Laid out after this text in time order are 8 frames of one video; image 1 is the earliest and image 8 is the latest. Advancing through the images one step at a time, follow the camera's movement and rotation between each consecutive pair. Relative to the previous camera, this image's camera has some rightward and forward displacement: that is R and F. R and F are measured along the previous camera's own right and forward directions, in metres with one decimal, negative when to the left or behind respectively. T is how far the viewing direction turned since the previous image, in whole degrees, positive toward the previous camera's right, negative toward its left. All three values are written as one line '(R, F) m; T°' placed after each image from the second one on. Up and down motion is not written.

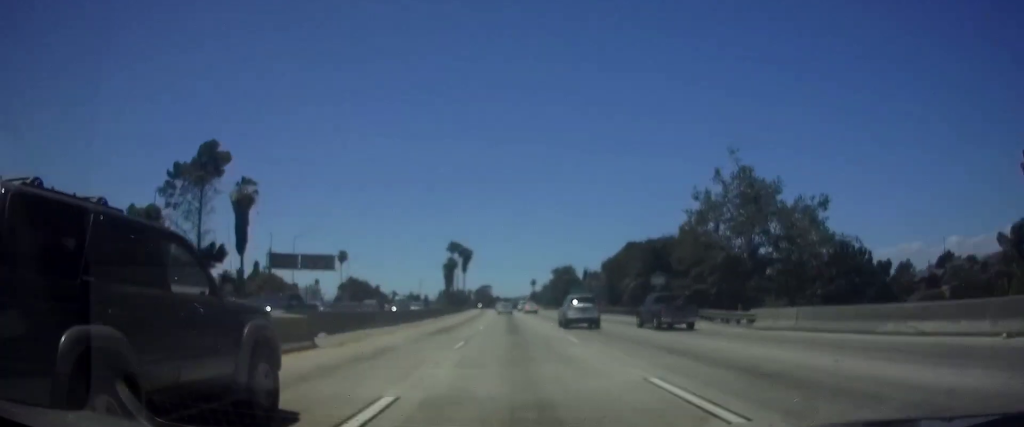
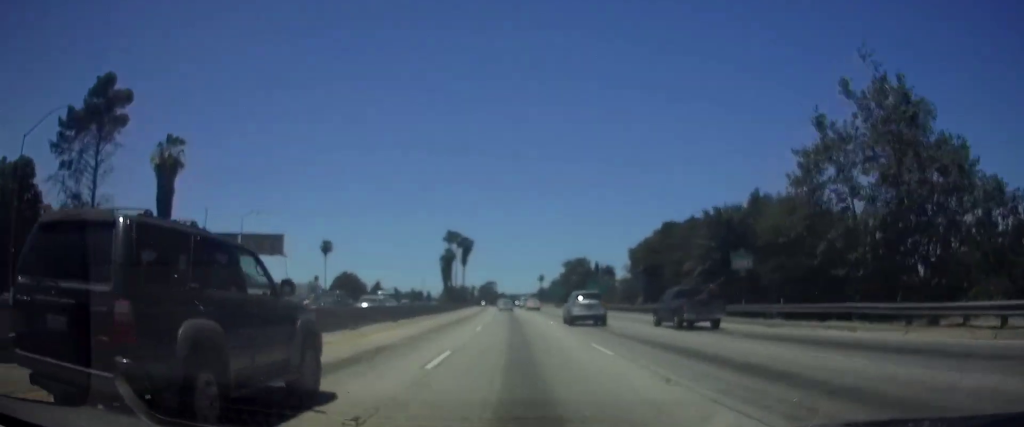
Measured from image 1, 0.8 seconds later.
(0.0, +20.8) m; 0°
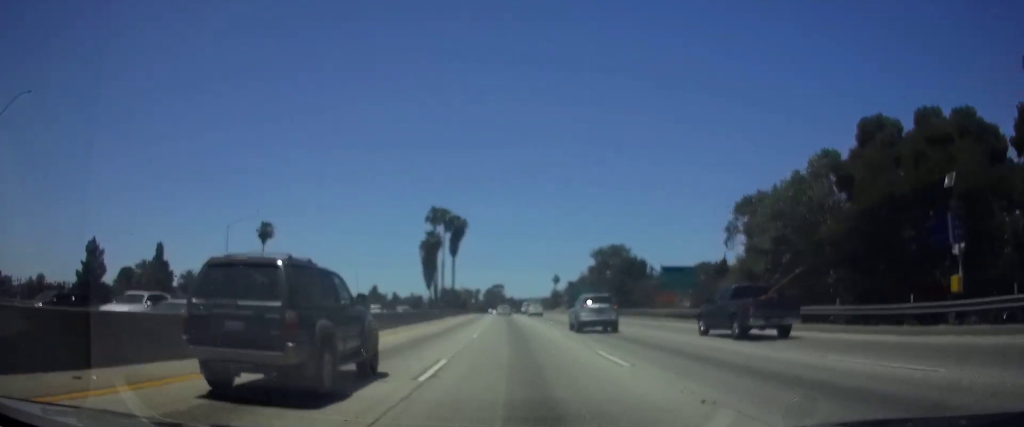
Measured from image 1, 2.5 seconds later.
(-0.6, +45.9) m; -1°
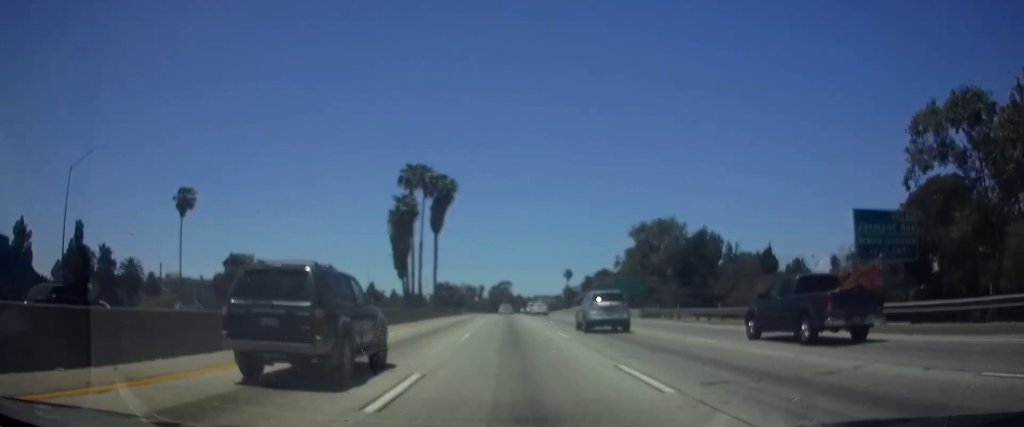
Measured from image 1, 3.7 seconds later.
(-0.1, +33.3) m; -1°
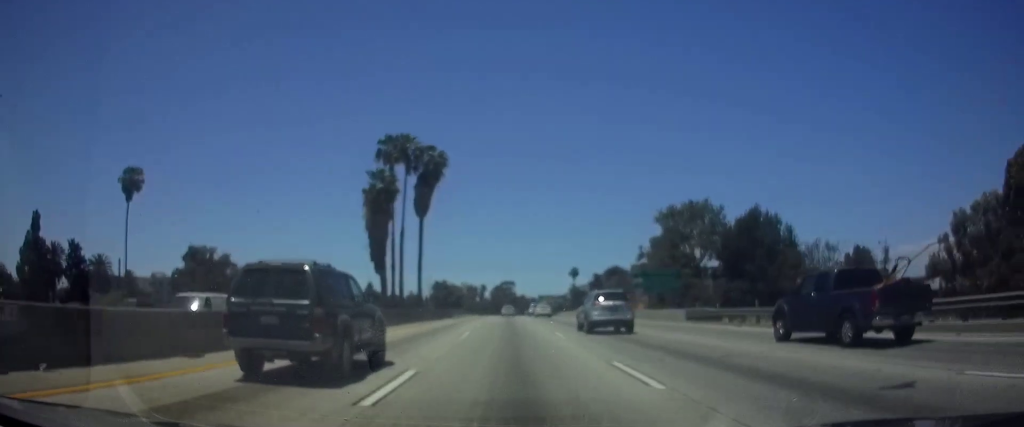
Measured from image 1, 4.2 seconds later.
(0.0, +14.4) m; 0°
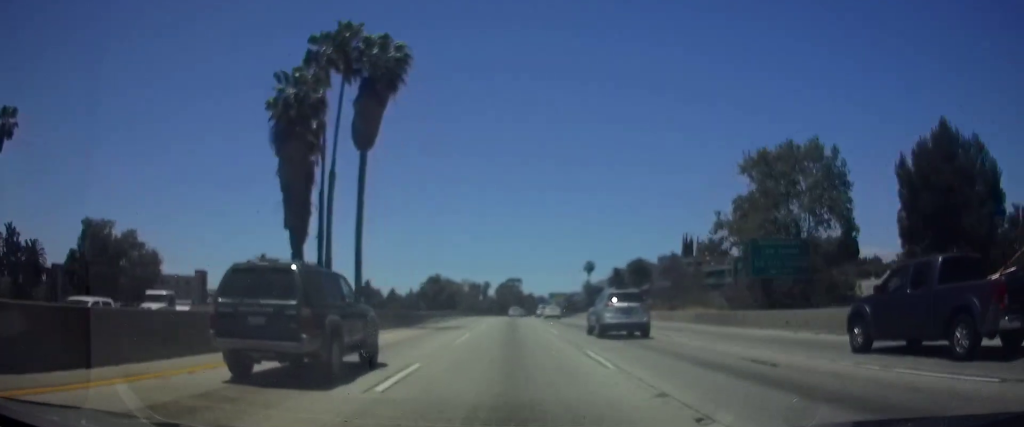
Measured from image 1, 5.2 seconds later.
(-0.2, +26.0) m; -1°
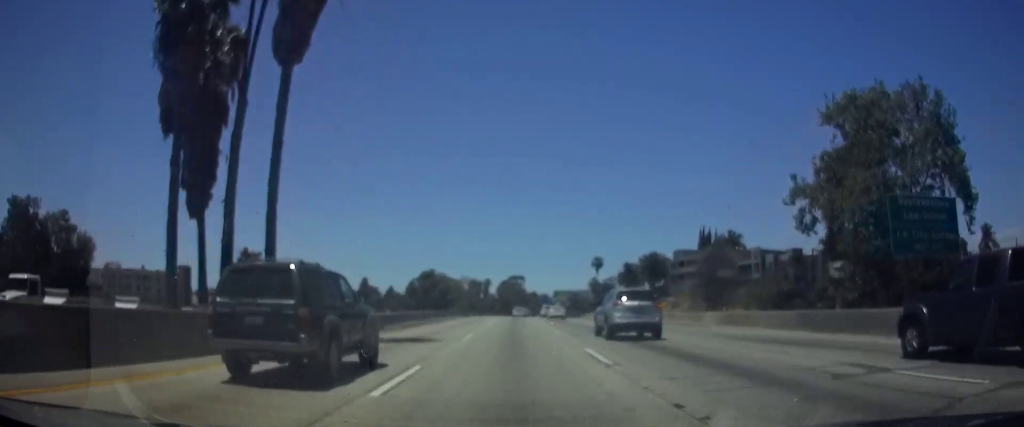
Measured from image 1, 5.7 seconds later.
(0.0, +13.4) m; 0°
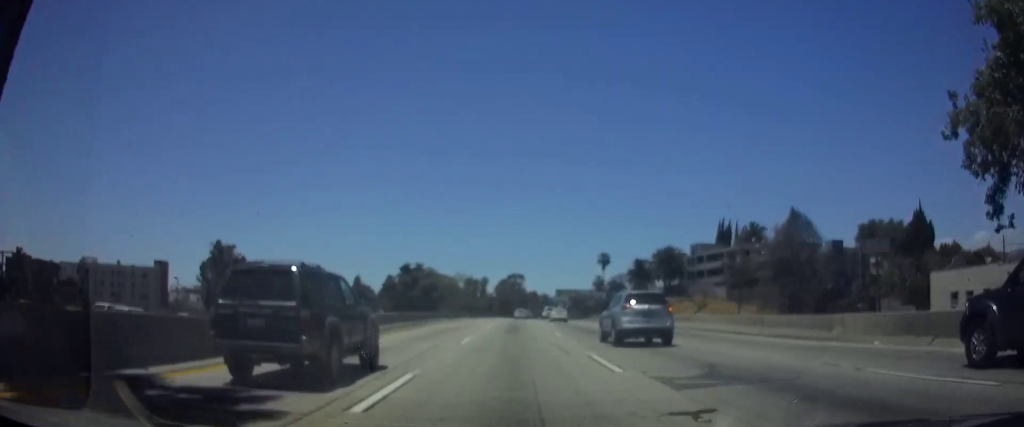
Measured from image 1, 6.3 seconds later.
(0.0, +15.0) m; 0°
